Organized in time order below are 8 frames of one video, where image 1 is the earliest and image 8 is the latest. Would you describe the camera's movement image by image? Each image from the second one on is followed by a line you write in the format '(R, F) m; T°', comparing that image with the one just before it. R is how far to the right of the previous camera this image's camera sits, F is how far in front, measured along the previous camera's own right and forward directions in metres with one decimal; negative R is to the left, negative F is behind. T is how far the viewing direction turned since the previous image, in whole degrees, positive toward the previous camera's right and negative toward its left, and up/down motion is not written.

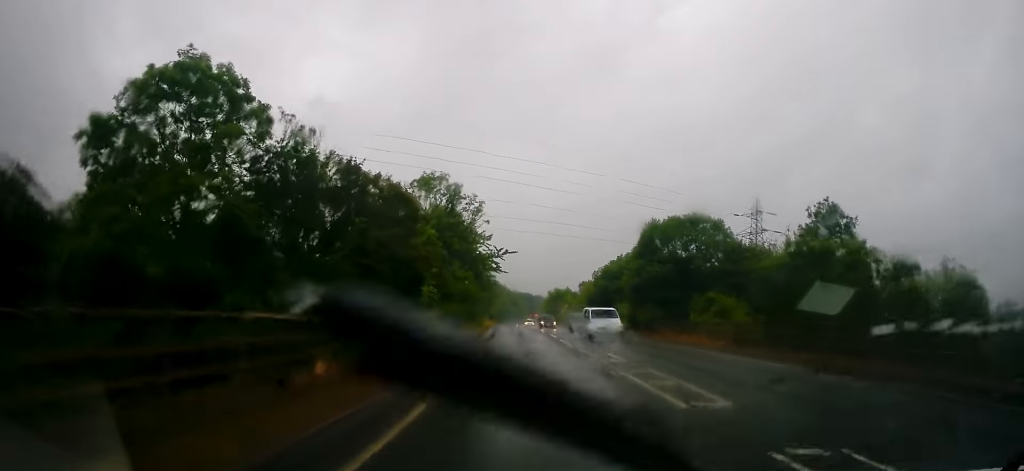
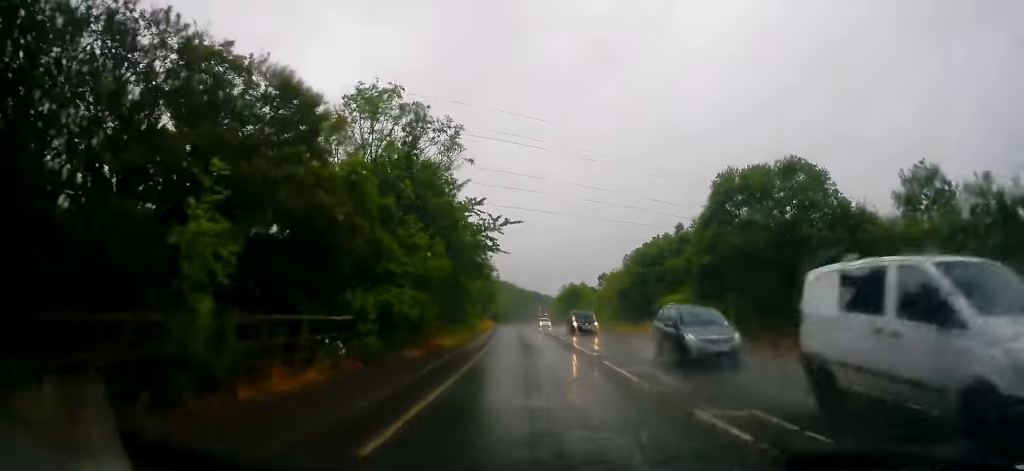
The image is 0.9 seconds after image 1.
(-0.2, +15.2) m; -1°
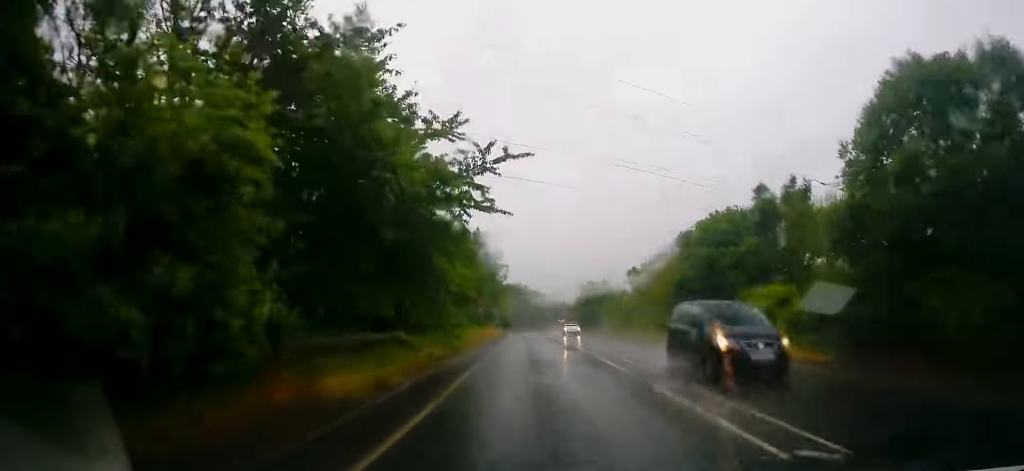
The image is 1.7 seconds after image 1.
(+0.2, +14.5) m; 0°
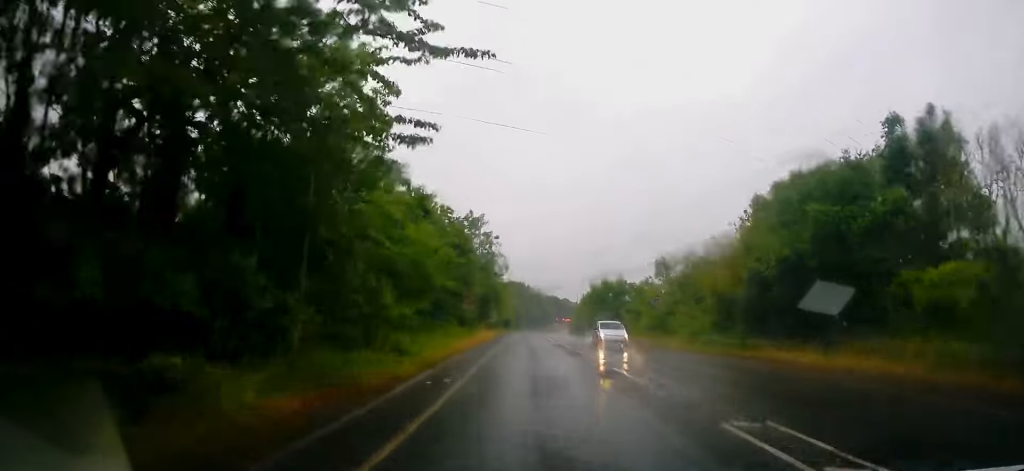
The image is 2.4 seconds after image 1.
(-0.4, +12.7) m; 0°
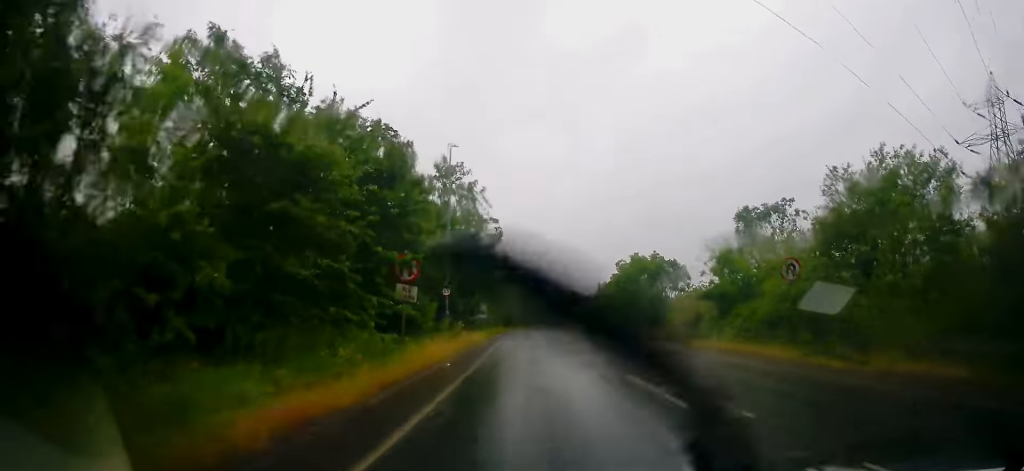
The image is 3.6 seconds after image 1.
(+0.3, +20.7) m; -1°
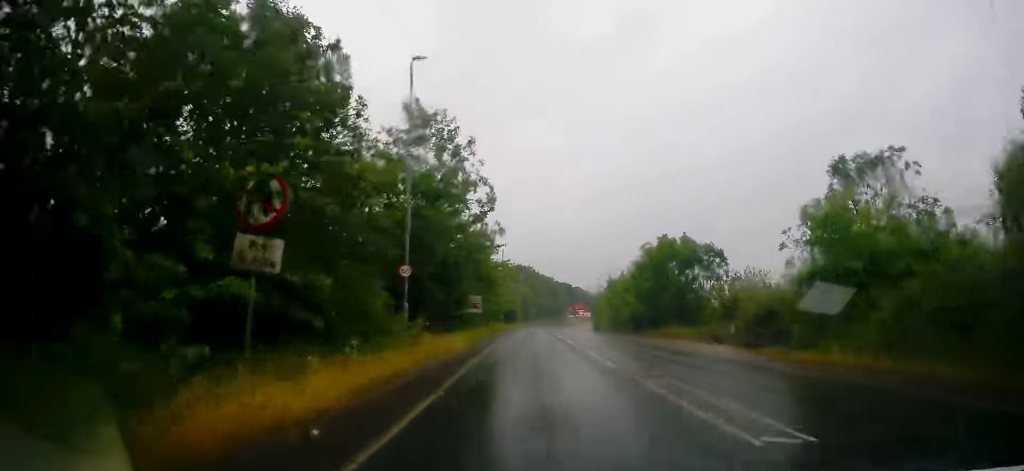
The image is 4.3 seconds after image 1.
(-0.3, +10.8) m; -1°
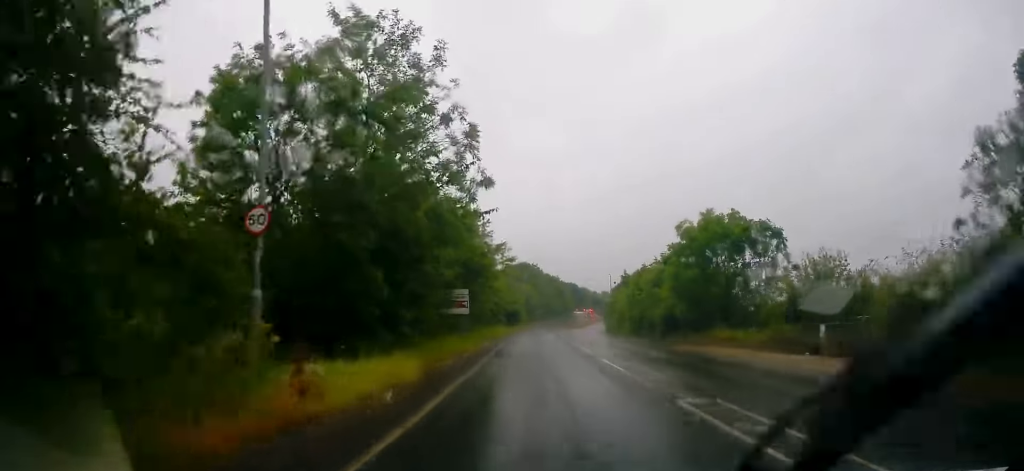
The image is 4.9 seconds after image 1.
(0.0, +11.3) m; -1°
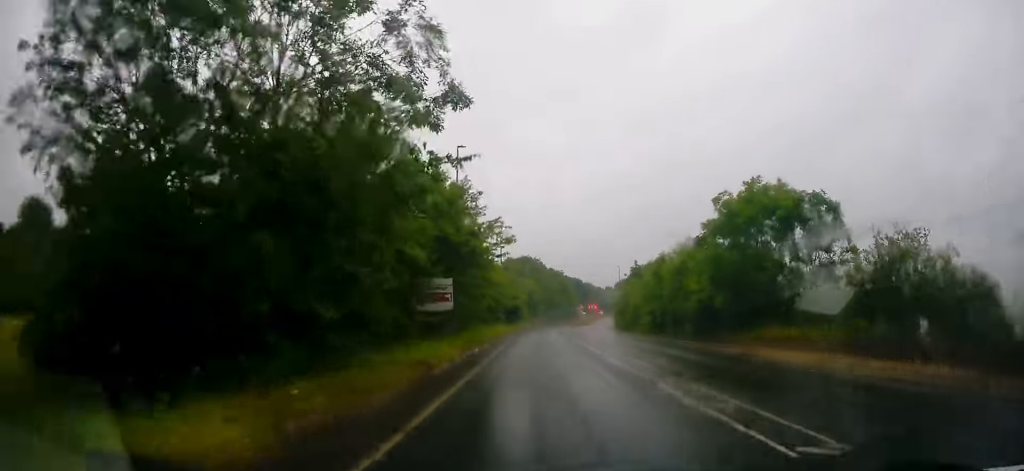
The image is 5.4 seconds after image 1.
(+0.1, +7.3) m; 0°
